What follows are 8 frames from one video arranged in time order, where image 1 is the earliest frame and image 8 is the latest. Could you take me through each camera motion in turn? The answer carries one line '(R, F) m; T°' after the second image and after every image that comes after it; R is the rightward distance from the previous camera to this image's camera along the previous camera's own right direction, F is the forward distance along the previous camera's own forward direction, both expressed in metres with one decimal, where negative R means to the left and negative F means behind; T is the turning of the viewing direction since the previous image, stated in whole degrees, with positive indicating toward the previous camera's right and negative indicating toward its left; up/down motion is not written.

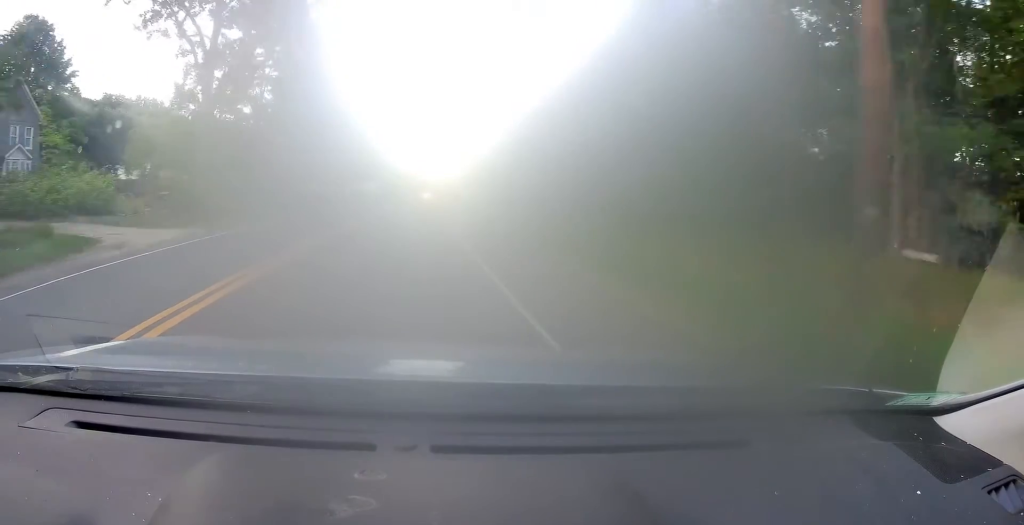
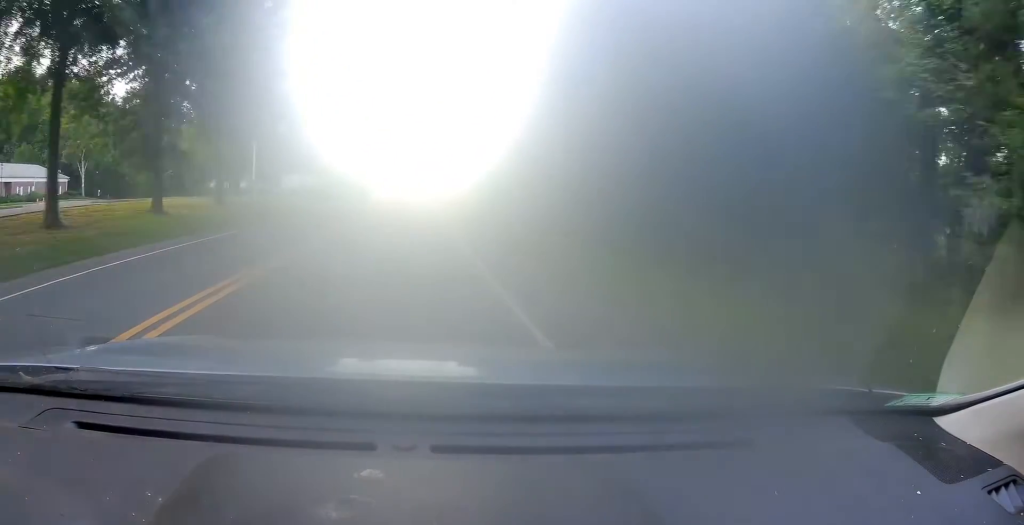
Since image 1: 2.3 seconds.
(+1.9, +55.4) m; +3°
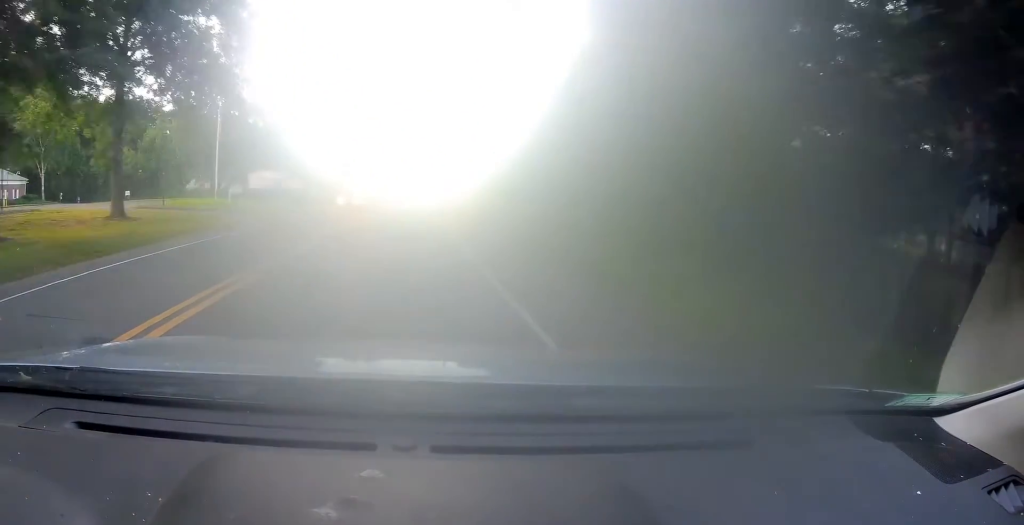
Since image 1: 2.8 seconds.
(0.0, +13.0) m; 0°
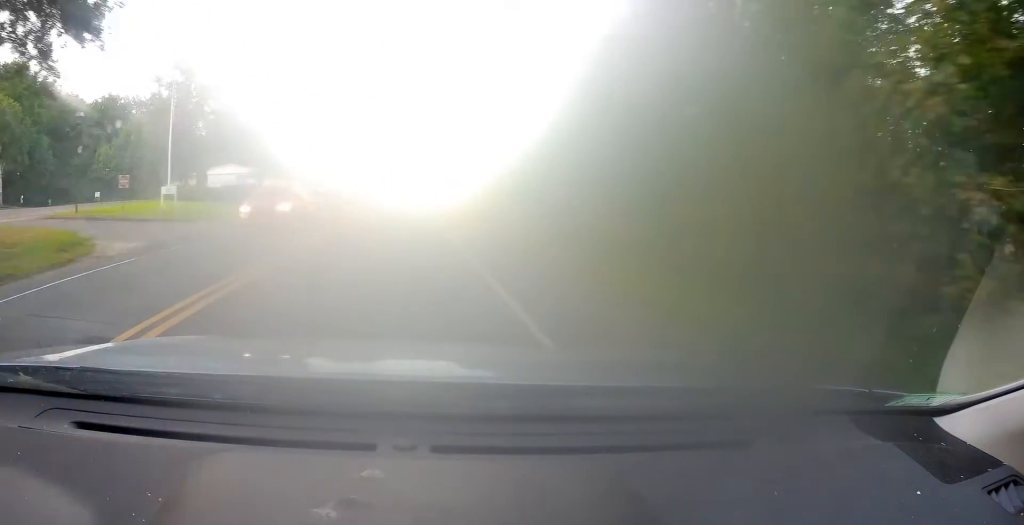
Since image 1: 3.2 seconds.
(0.0, +10.5) m; 0°
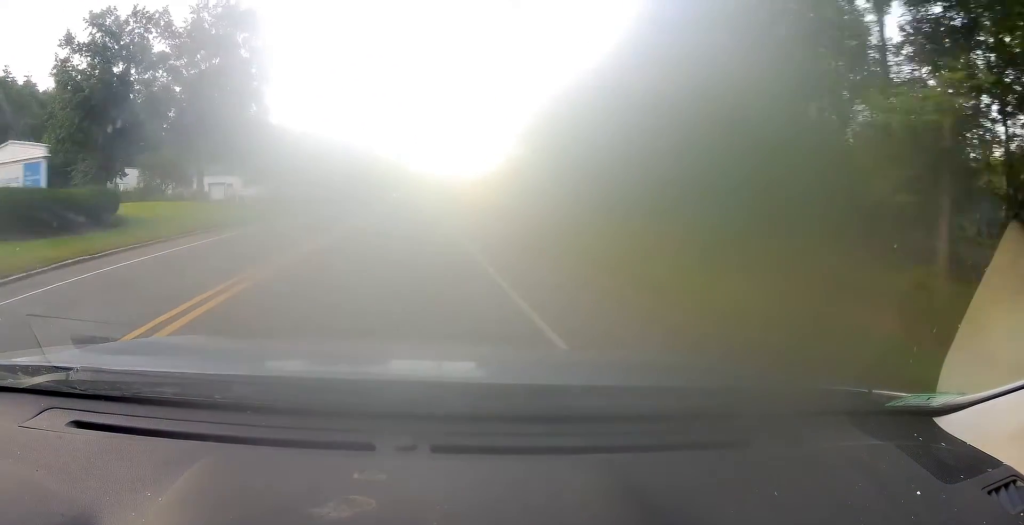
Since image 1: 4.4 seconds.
(0.0, +27.7) m; +1°
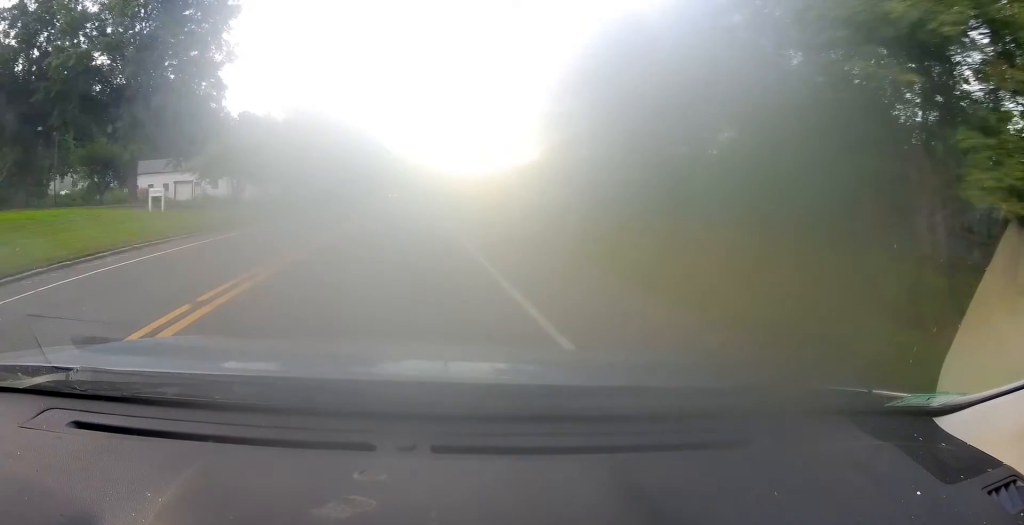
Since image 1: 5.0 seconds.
(+0.2, +15.5) m; 0°
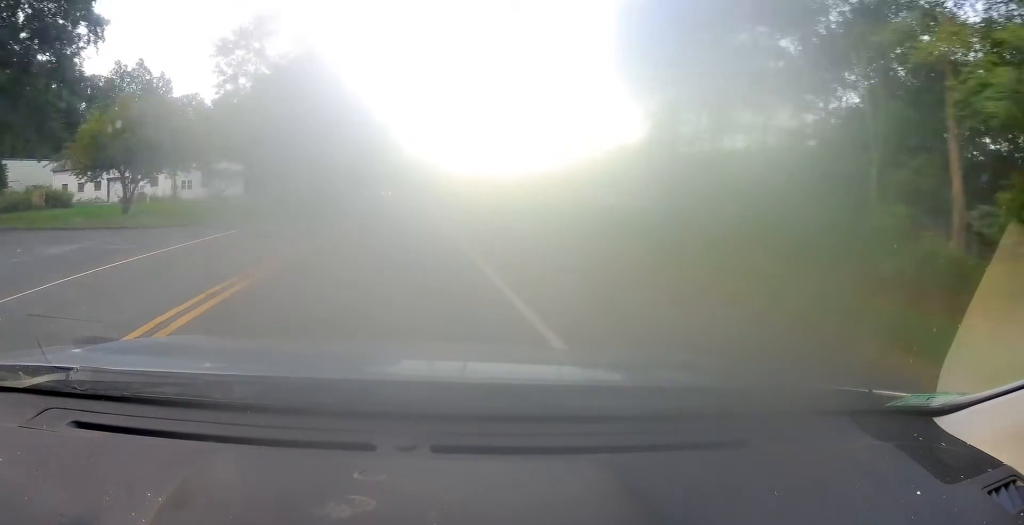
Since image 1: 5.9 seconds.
(0.0, +22.0) m; 0°
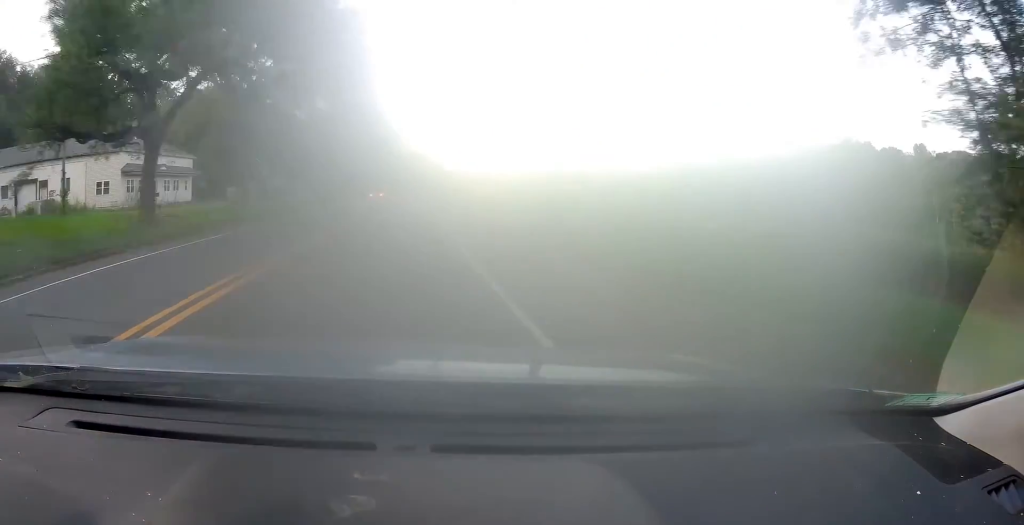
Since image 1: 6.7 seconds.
(-0.2, +20.4) m; 0°
